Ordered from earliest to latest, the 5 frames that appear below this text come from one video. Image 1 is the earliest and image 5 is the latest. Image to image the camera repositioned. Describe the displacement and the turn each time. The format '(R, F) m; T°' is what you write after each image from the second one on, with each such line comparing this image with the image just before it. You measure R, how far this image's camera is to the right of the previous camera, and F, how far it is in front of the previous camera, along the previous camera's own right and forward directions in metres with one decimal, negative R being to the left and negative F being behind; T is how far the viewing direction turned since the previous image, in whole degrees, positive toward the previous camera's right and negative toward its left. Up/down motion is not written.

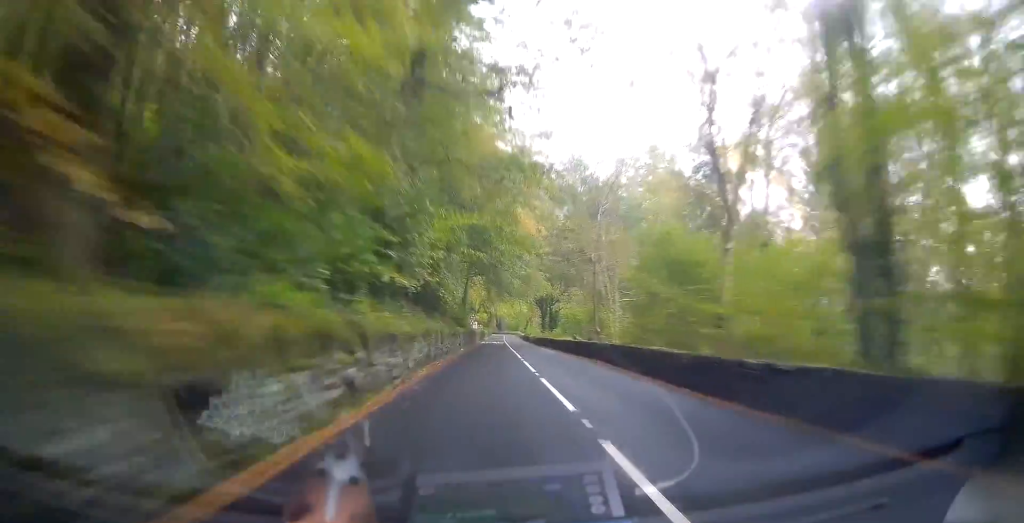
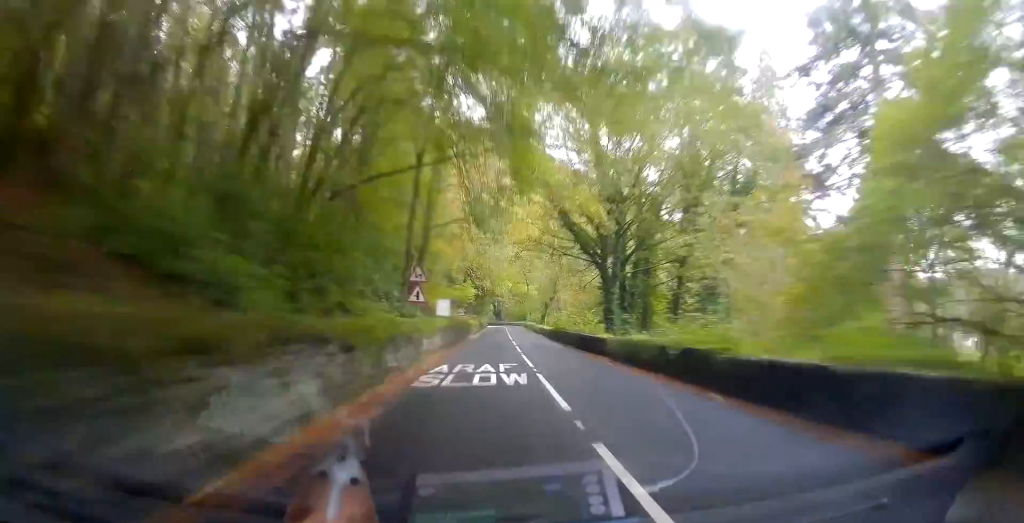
(-2.3, +52.1) m; -4°
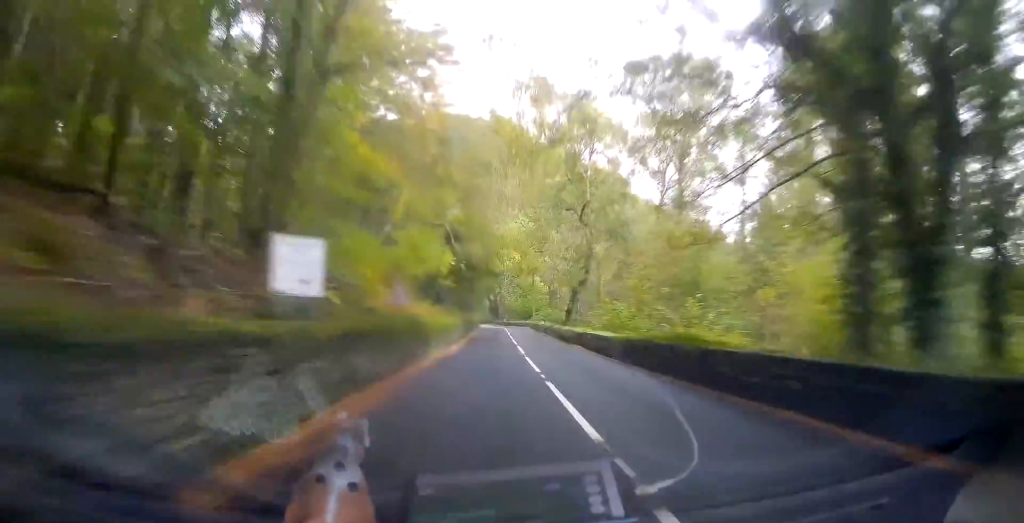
(+0.2, +28.4) m; +2°
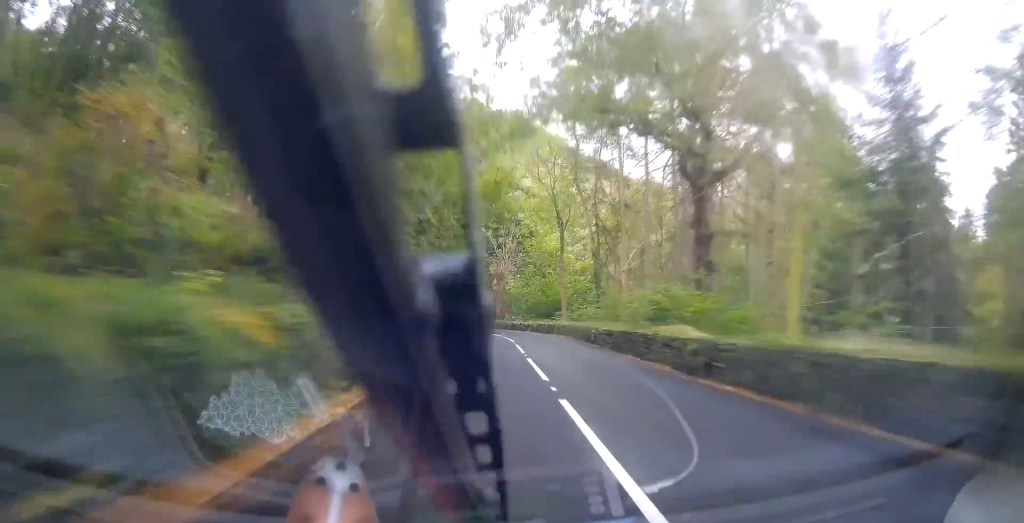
(+0.3, +48.8) m; +1°
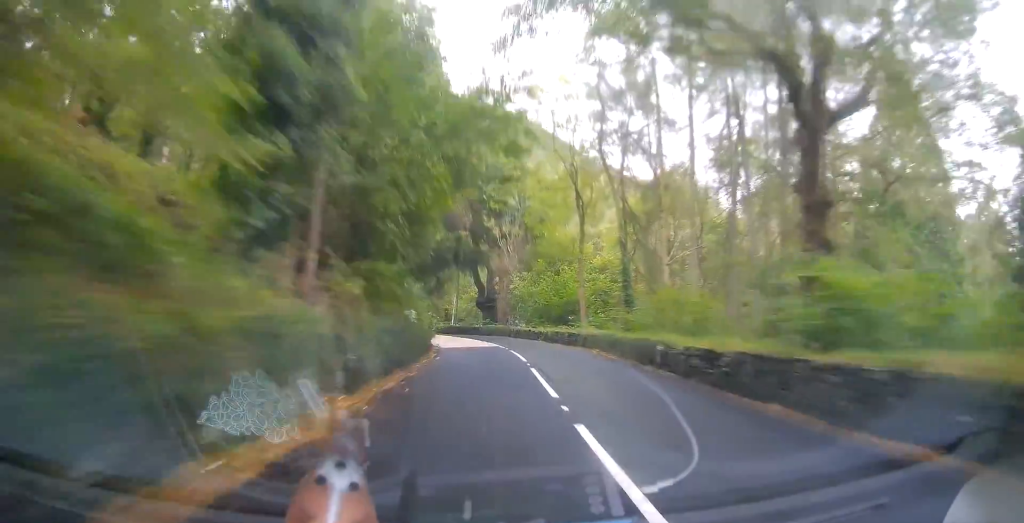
(+0.1, +10.7) m; 0°
